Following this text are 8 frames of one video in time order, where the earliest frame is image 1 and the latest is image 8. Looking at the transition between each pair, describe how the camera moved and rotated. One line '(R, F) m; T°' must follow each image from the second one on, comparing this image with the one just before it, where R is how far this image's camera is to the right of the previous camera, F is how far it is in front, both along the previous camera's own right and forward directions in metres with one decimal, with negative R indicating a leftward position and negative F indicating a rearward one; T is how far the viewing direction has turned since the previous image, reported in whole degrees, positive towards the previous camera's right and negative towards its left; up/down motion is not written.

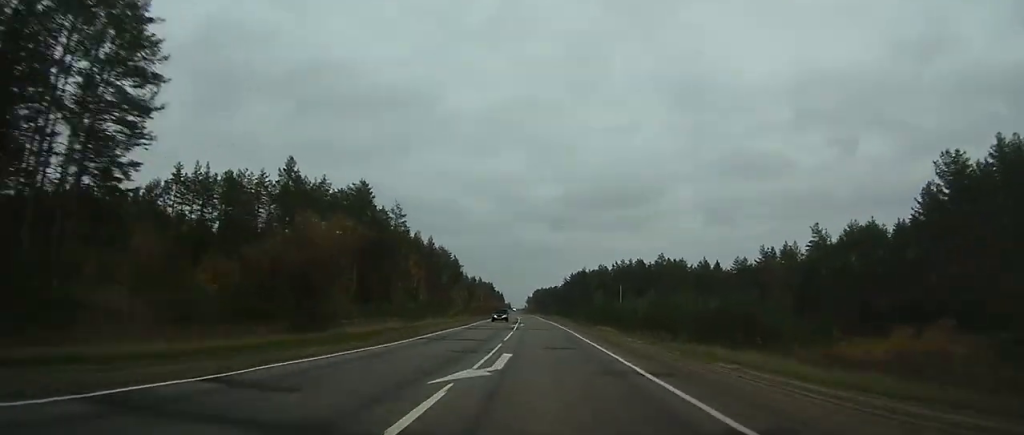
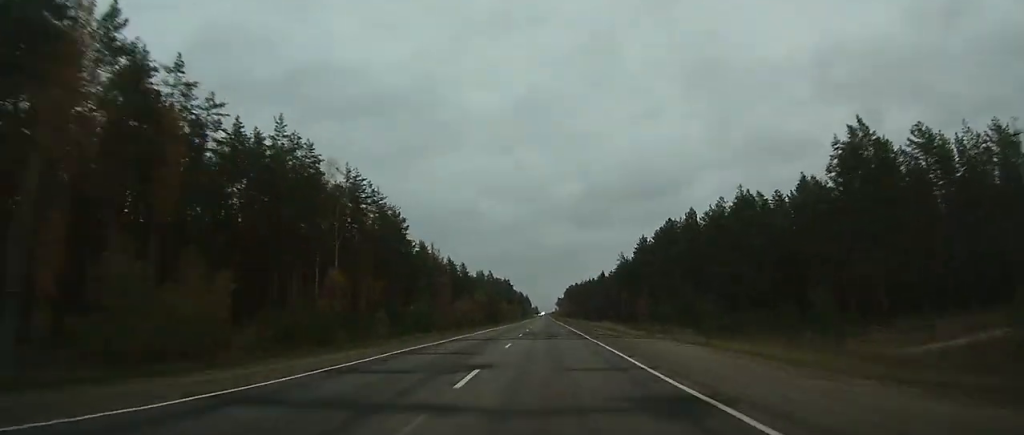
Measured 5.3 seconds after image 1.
(-3.6, +137.7) m; -2°
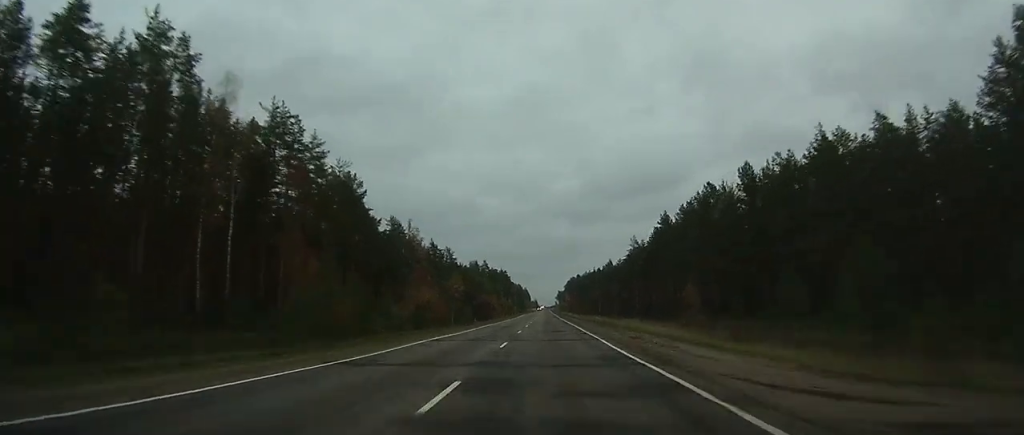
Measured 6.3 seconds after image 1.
(0.0, +26.0) m; 0°
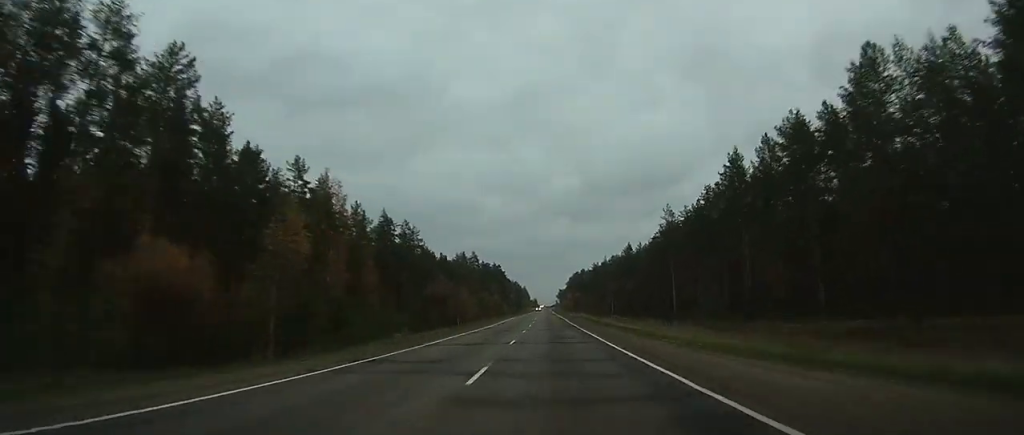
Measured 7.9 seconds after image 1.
(-0.1, +44.0) m; 0°
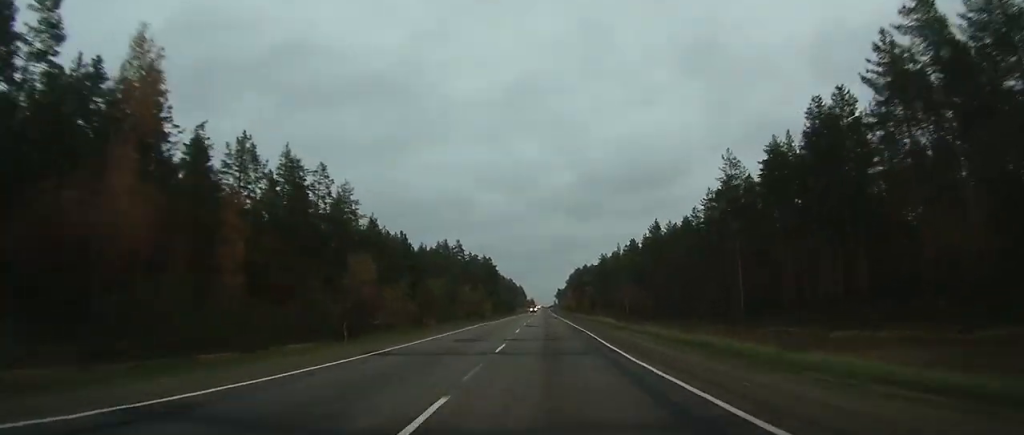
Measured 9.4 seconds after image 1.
(-0.1, +40.4) m; 0°
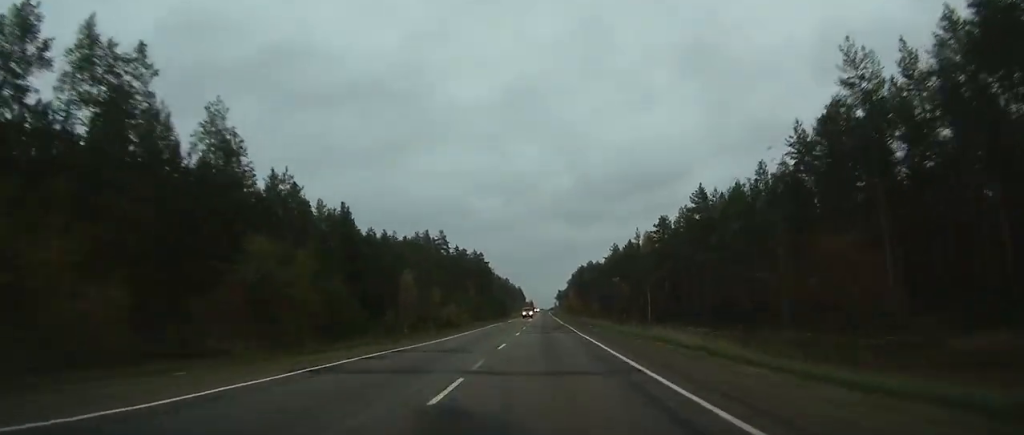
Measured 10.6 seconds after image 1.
(0.0, +35.4) m; 0°
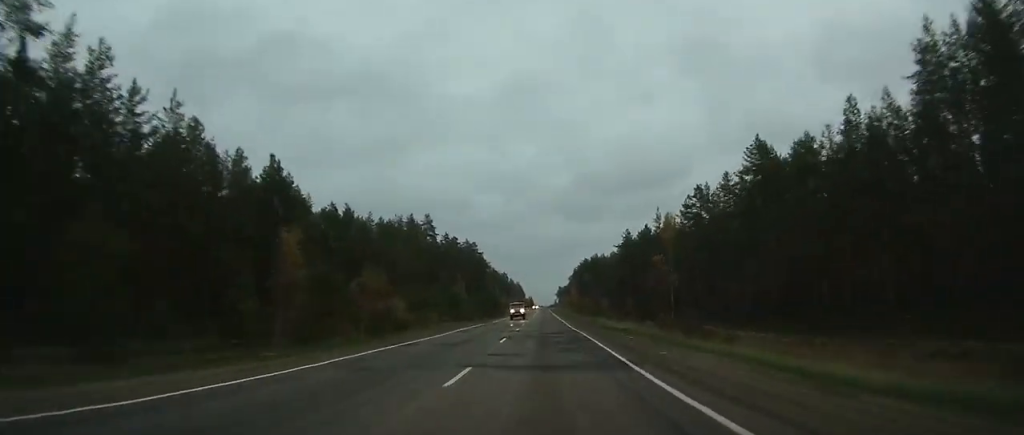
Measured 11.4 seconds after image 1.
(-0.1, +23.6) m; 0°
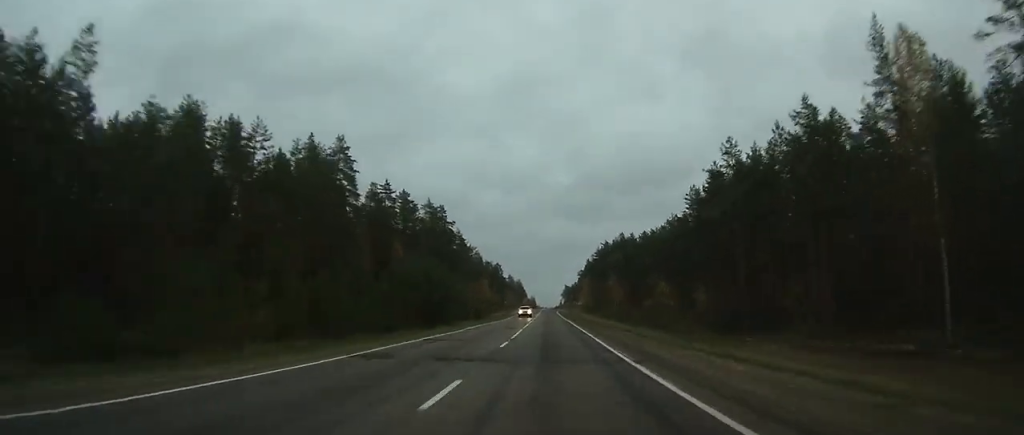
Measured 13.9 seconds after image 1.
(-0.5, +73.9) m; 0°
